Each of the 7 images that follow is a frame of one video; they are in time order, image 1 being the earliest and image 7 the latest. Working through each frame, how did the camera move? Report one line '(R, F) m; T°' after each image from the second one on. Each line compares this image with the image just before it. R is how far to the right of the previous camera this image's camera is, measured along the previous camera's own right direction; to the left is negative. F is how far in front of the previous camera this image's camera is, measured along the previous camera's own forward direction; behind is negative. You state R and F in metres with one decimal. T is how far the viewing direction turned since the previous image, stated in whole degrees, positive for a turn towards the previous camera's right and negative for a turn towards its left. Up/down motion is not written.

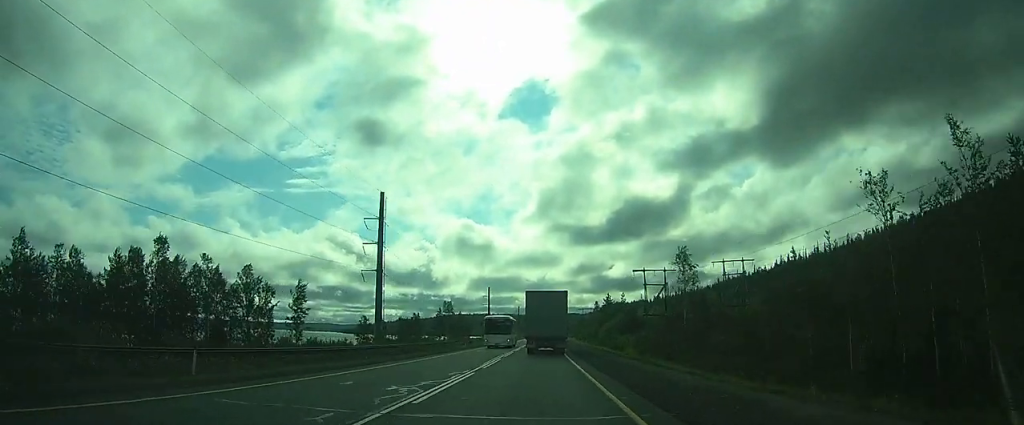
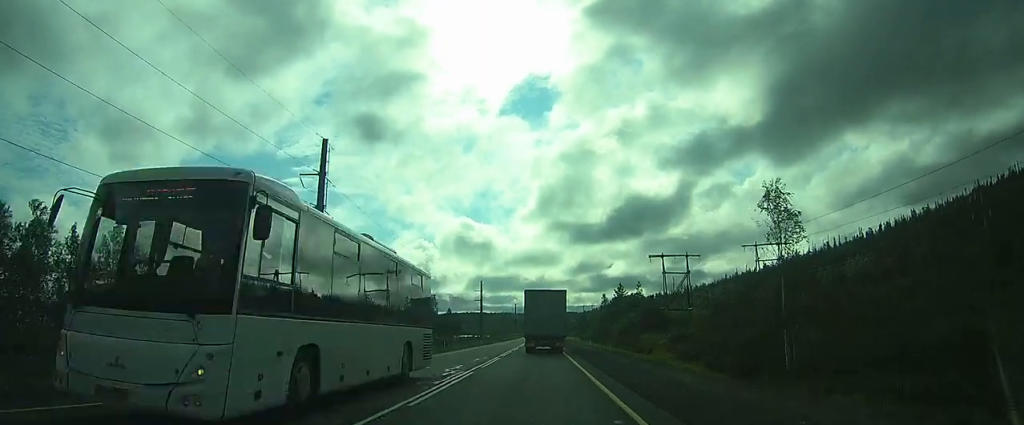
(0.0, +24.5) m; 0°
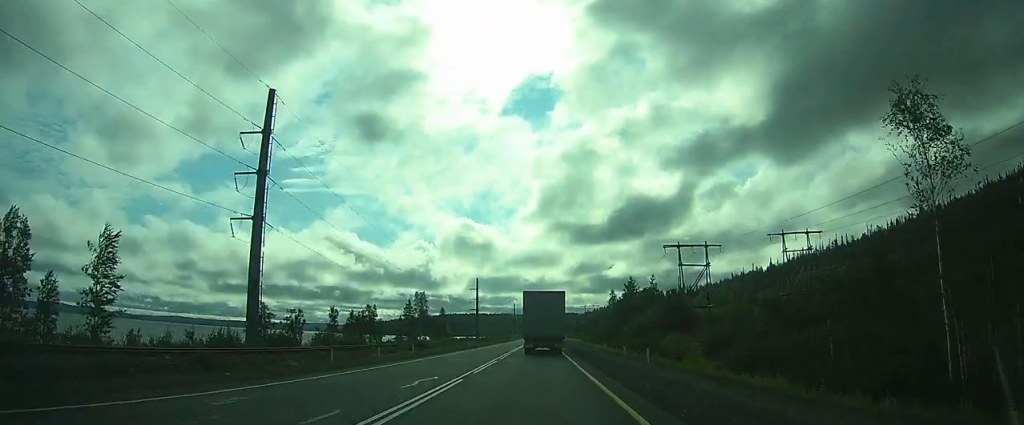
(0.0, +14.6) m; 0°
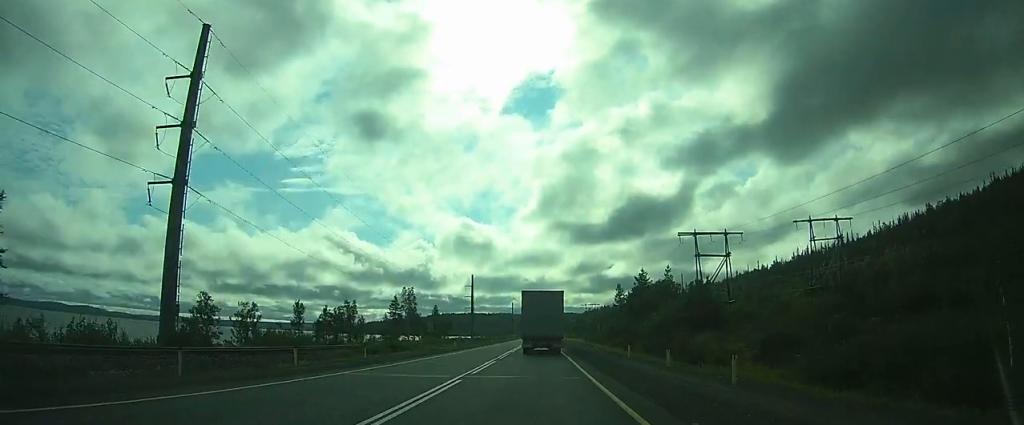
(0.0, +12.3) m; 0°
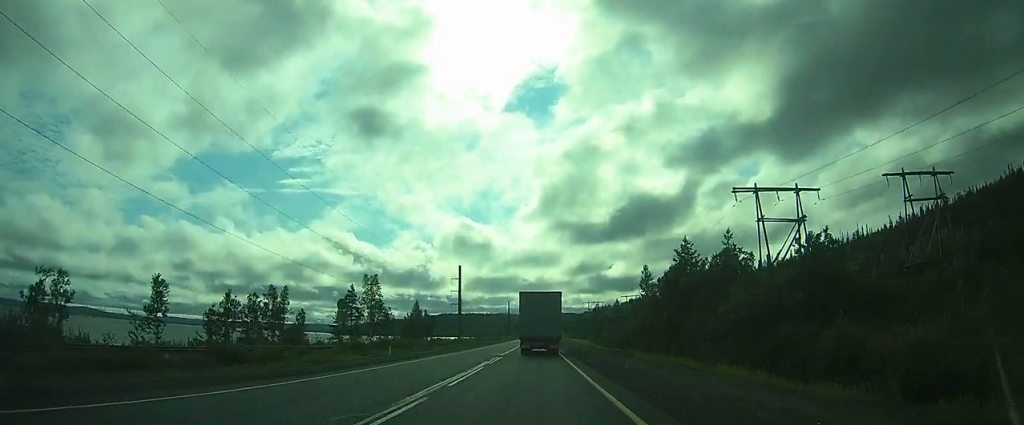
(0.0, +28.5) m; 0°
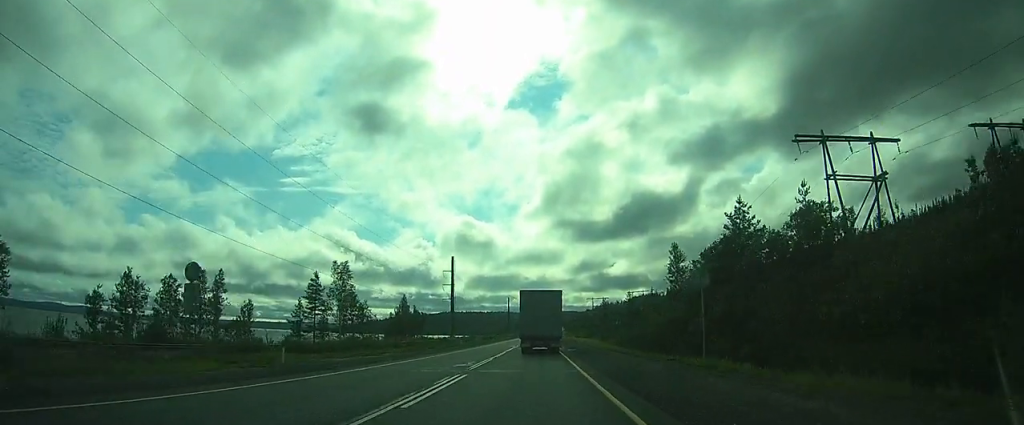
(0.0, +17.1) m; 0°
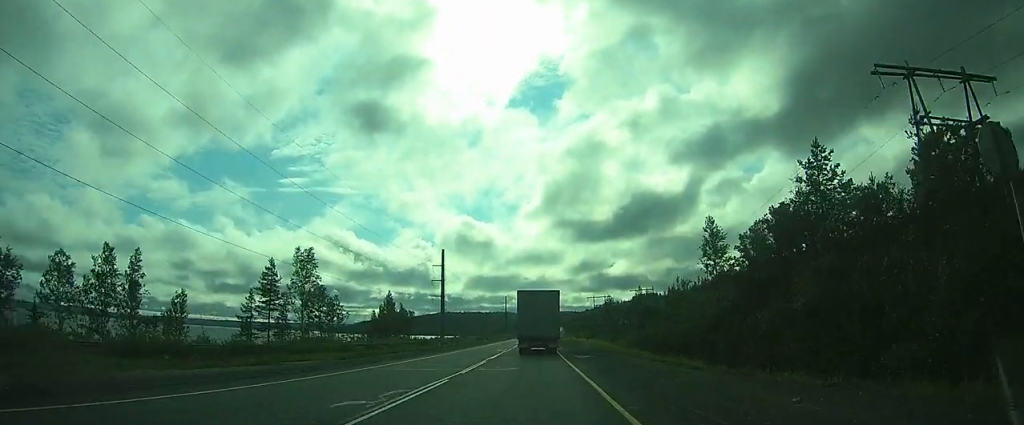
(0.0, +14.0) m; 0°
